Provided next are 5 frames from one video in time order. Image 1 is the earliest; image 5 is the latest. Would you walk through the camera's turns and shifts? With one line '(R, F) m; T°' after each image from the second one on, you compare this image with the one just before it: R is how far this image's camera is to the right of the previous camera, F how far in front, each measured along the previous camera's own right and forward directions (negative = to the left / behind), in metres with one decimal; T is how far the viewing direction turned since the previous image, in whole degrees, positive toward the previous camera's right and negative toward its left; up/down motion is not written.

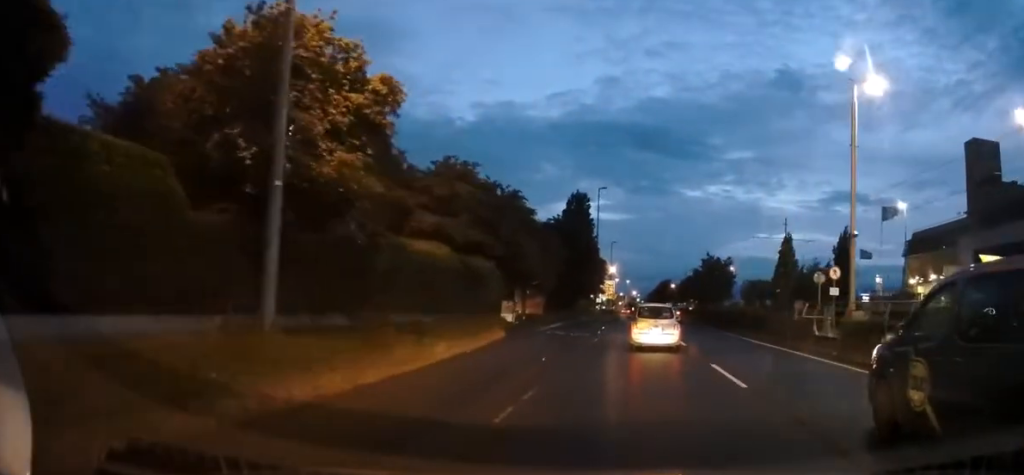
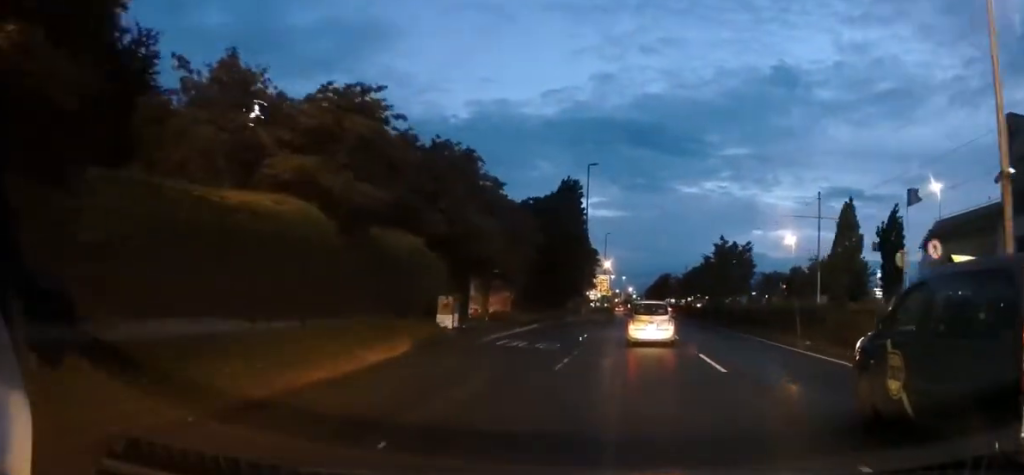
(-0.3, +10.0) m; +2°
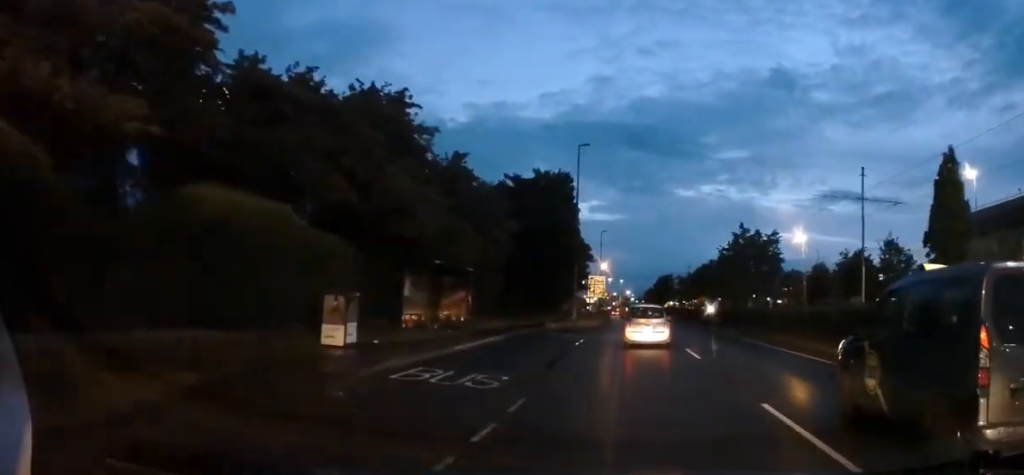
(+0.5, +8.4) m; +3°
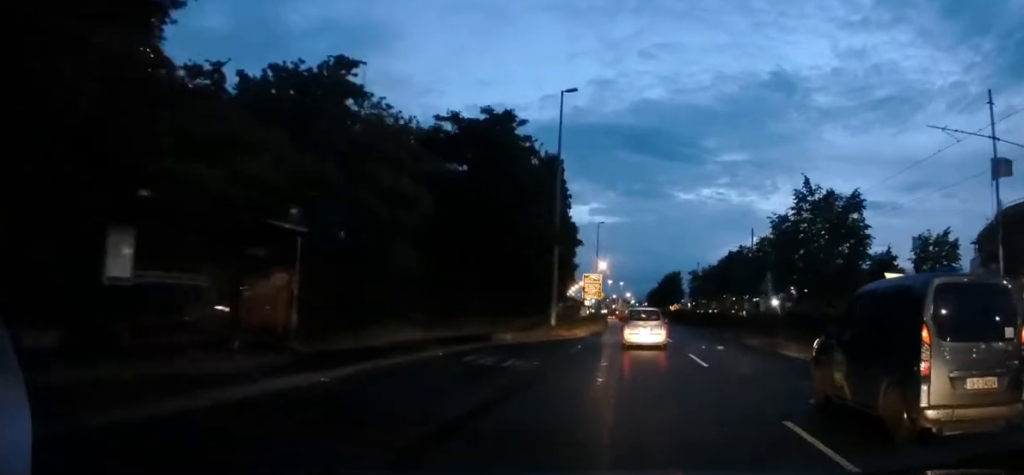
(+0.1, +13.2) m; -2°
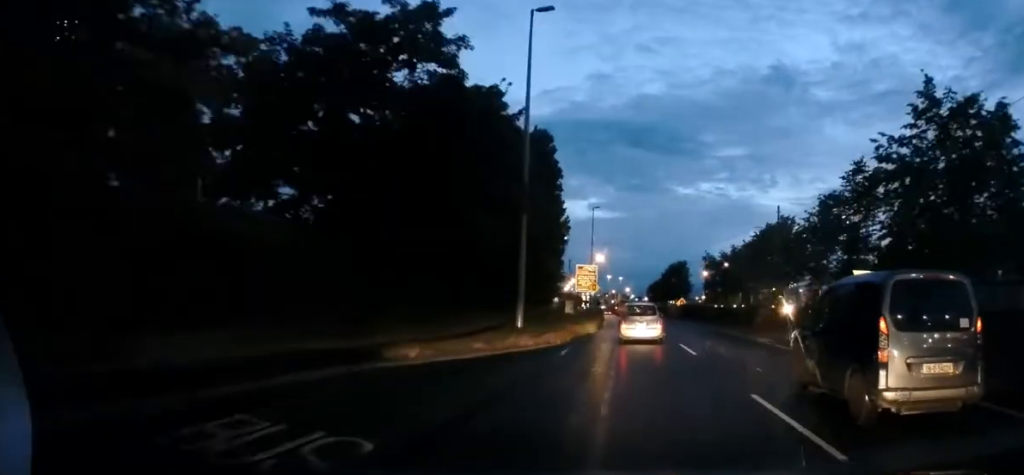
(-0.3, +10.1) m; 0°
